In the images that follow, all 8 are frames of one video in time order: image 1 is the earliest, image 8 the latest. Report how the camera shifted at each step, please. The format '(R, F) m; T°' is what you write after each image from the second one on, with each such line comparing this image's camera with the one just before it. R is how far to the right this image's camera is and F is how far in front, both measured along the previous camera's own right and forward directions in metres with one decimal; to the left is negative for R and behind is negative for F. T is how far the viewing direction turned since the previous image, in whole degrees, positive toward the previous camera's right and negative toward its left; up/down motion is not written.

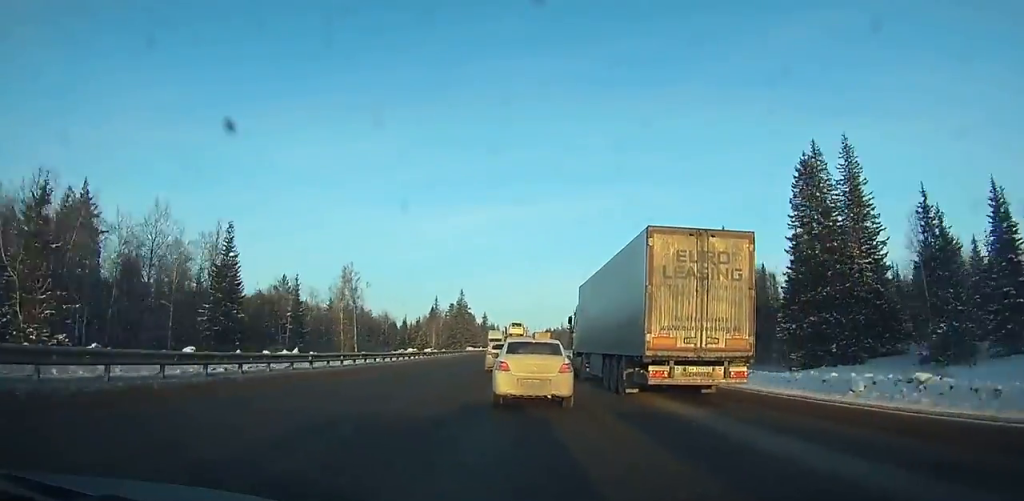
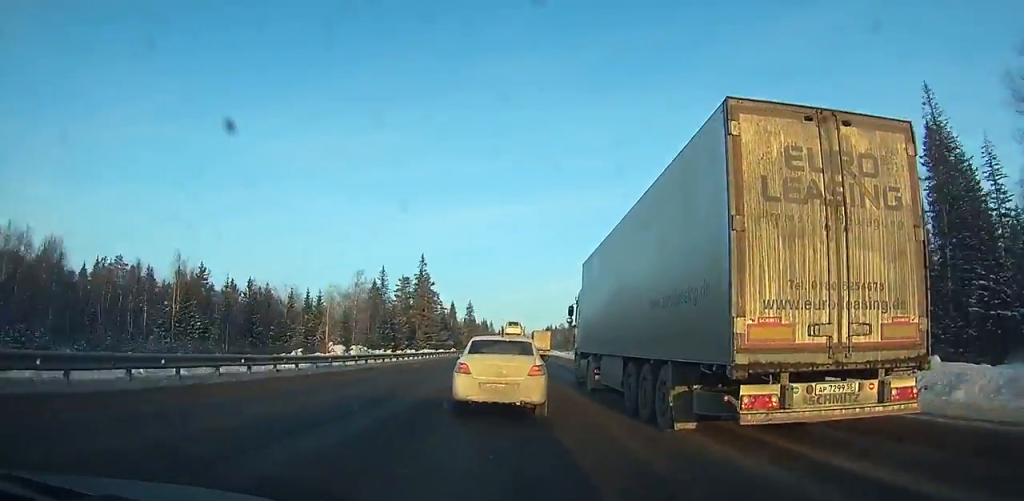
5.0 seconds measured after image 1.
(+0.8, +85.9) m; +1°
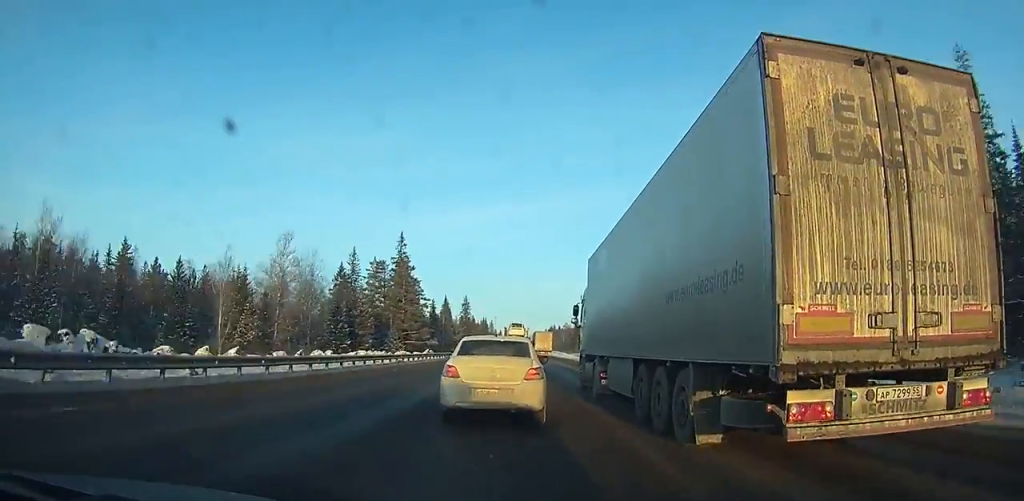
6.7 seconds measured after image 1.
(0.0, +28.9) m; 0°
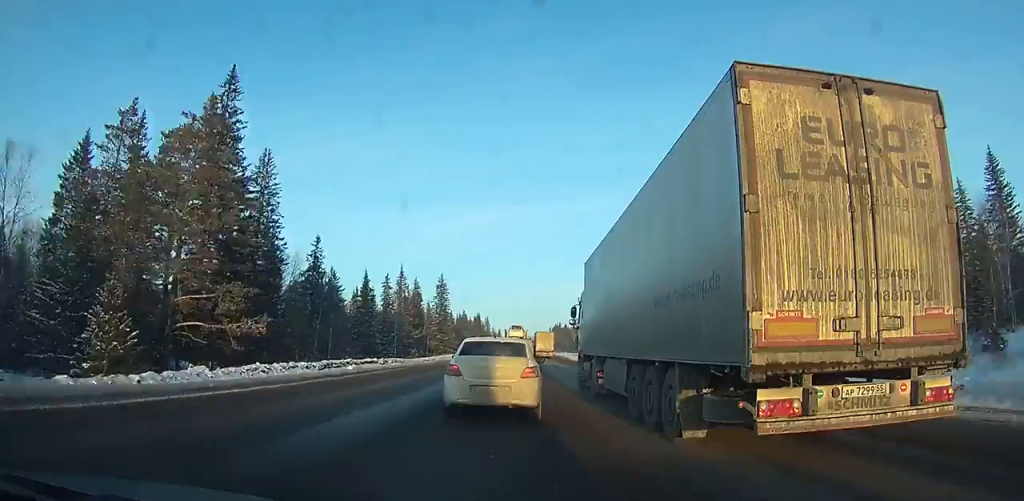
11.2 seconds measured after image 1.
(-0.7, +76.9) m; -1°
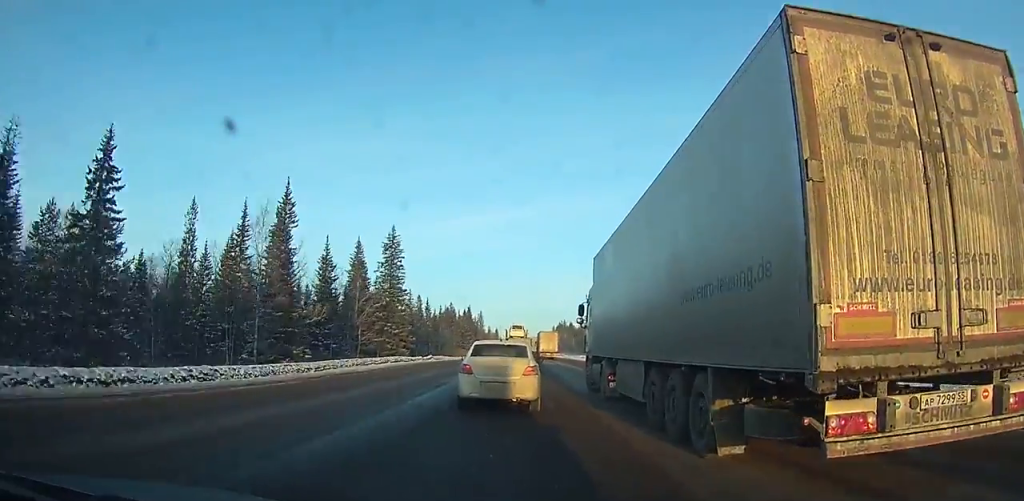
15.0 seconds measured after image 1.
(0.0, +67.3) m; 0°
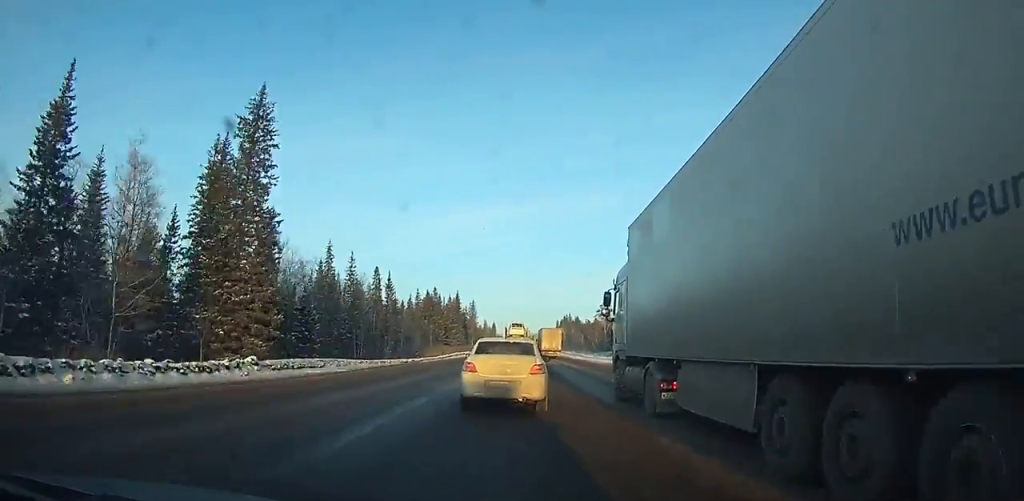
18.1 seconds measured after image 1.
(0.0, +56.1) m; 0°
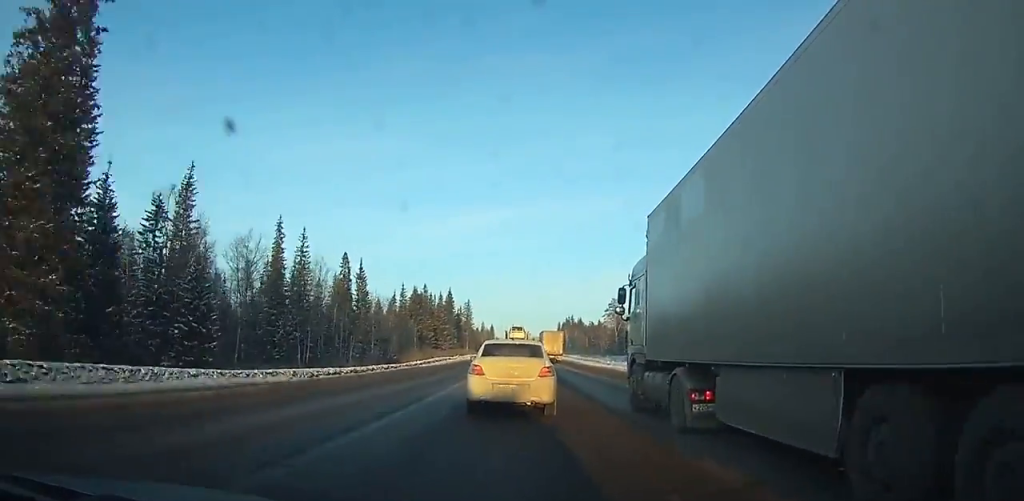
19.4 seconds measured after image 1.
(0.0, +23.5) m; 0°
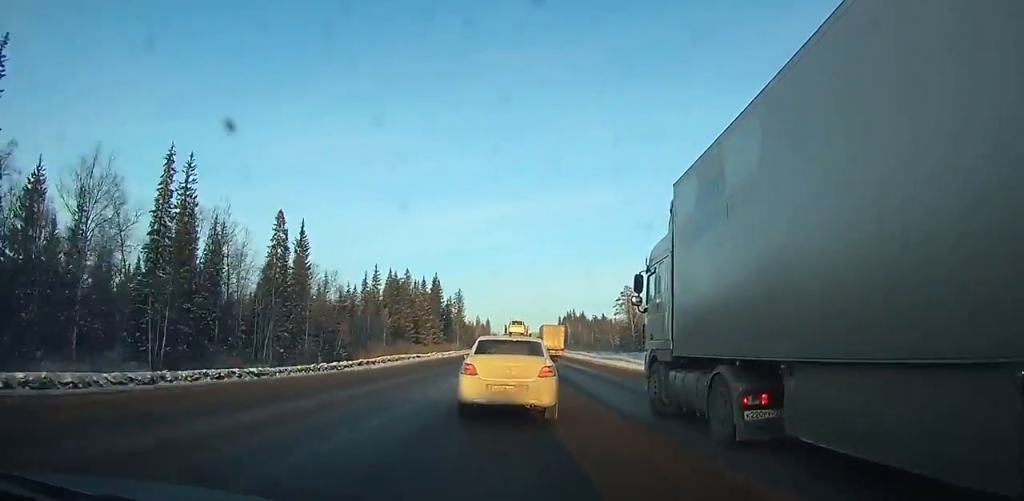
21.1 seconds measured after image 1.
(0.0, +30.6) m; 0°
